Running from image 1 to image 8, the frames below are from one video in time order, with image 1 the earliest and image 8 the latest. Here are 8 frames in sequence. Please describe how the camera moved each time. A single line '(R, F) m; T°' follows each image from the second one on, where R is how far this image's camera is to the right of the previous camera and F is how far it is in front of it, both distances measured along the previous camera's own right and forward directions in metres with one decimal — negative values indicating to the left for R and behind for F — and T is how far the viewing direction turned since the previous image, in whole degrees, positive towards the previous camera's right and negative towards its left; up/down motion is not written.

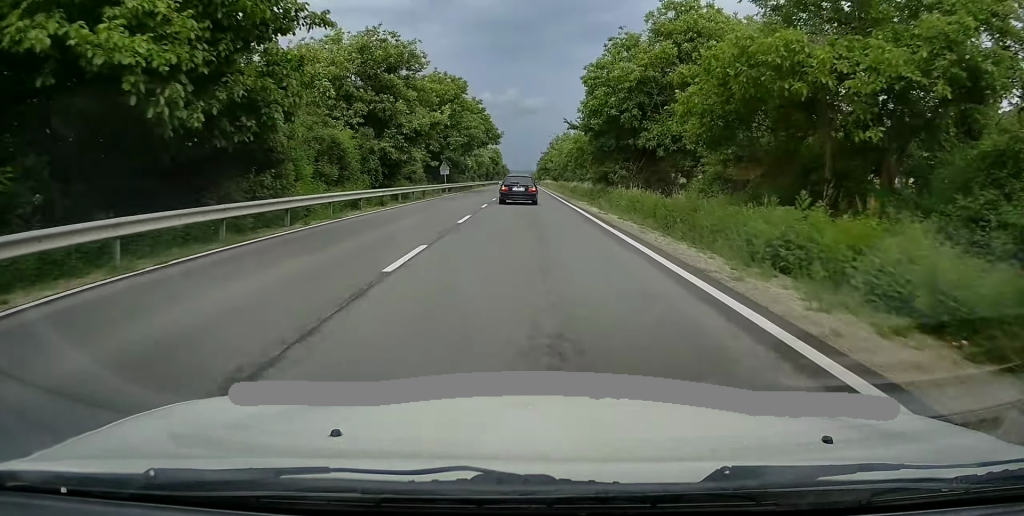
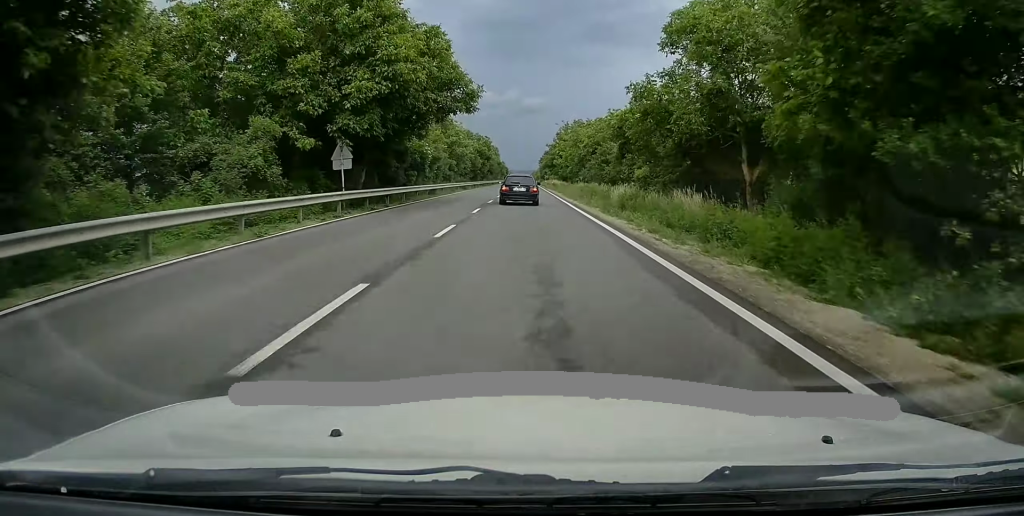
(+0.1, +30.7) m; -1°
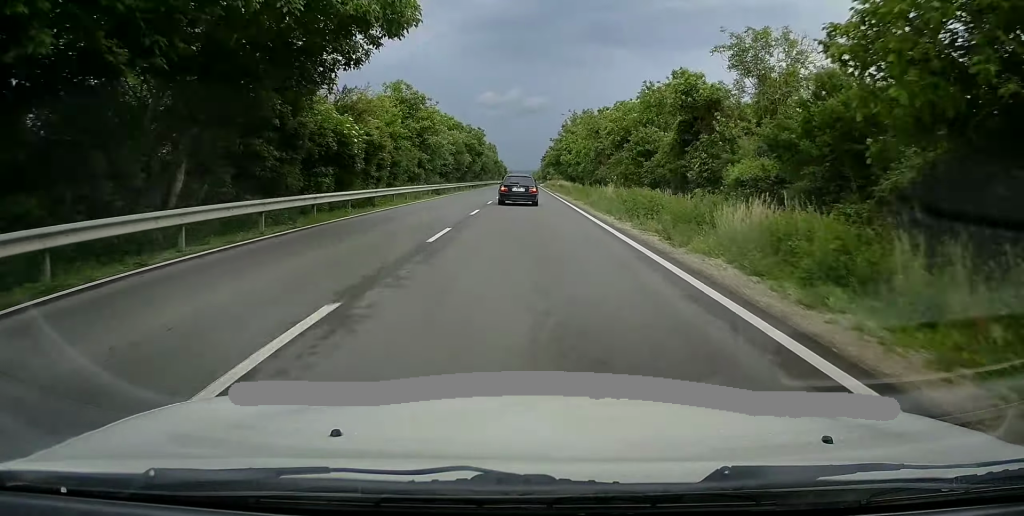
(-0.2, +18.5) m; 0°
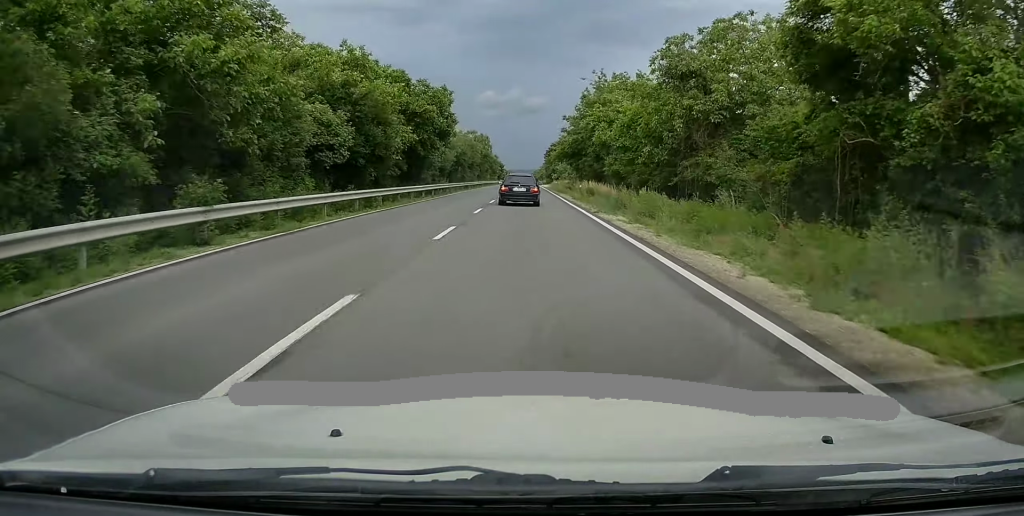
(0.0, +34.6) m; +1°
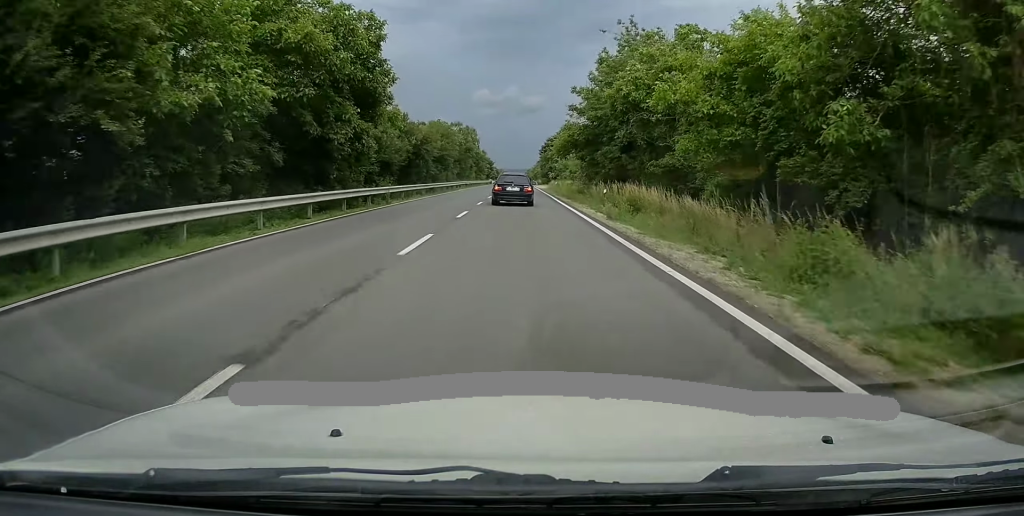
(+0.2, +20.1) m; +1°
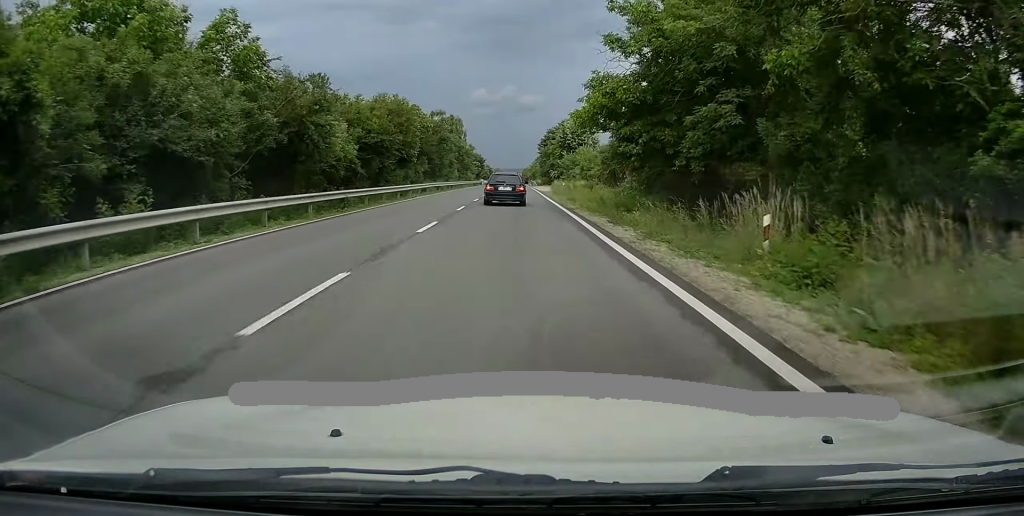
(+0.2, +22.6) m; +1°
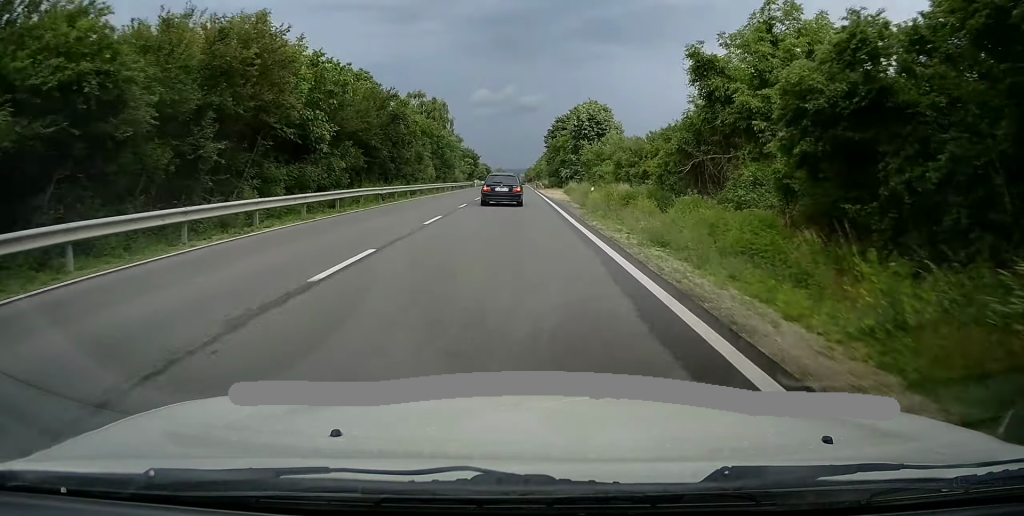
(0.0, +24.0) m; -1°
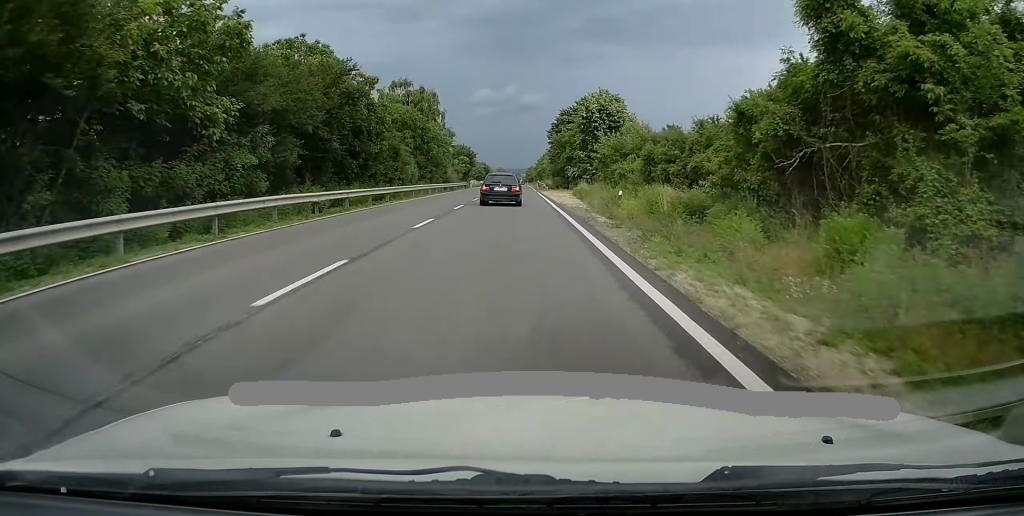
(+0.1, +10.4) m; 0°
